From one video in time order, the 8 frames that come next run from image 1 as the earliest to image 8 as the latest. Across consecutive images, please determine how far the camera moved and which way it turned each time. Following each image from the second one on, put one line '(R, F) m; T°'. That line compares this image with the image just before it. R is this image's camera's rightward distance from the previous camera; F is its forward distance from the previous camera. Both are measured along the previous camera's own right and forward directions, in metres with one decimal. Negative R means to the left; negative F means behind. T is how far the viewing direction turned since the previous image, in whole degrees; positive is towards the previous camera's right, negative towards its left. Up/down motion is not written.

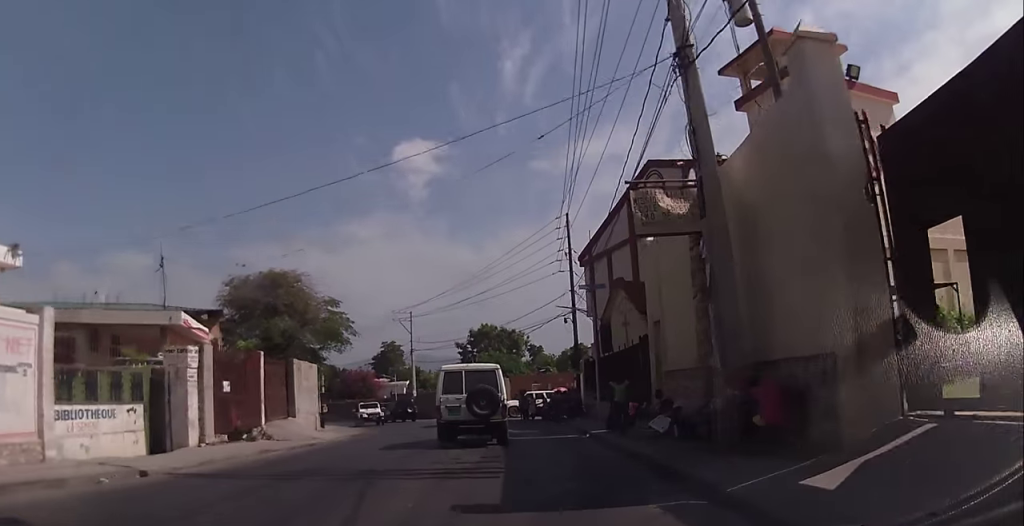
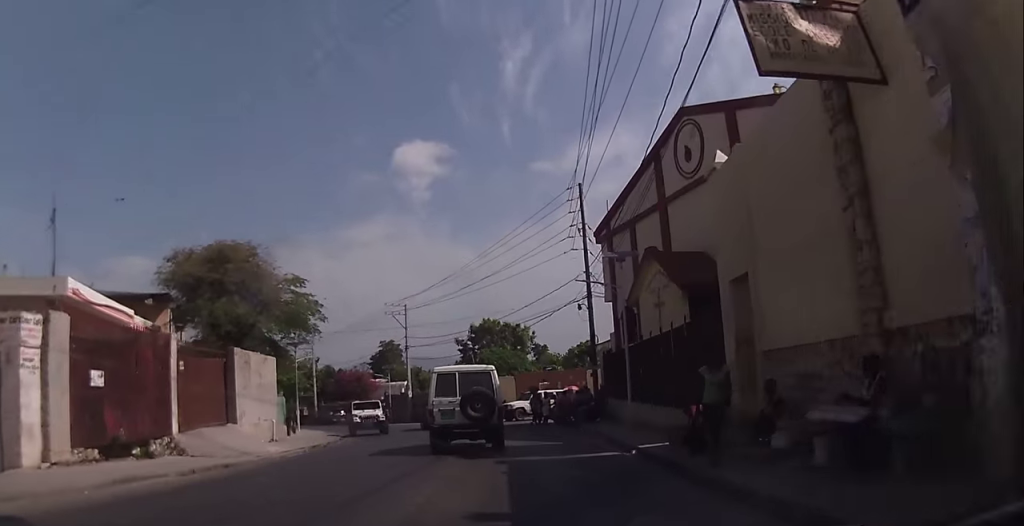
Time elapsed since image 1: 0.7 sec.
(+0.2, +7.0) m; 0°
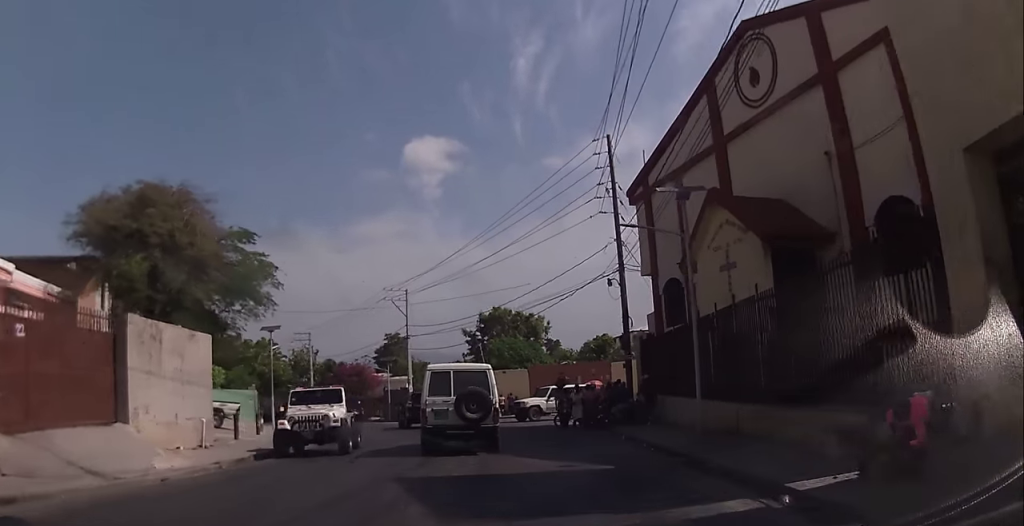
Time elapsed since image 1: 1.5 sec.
(+0.2, +7.4) m; -2°
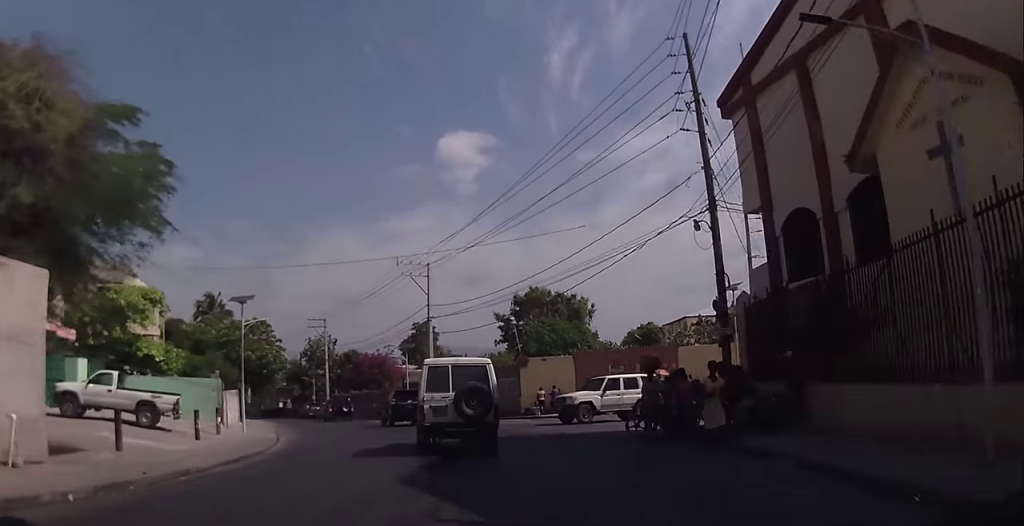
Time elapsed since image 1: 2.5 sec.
(-0.8, +9.6) m; -5°
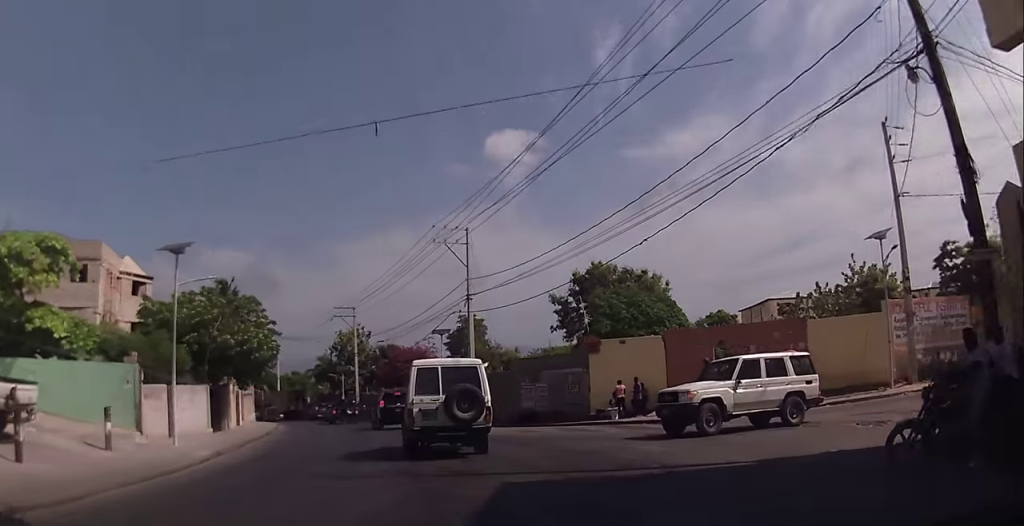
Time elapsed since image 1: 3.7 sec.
(-0.1, +11.0) m; 0°
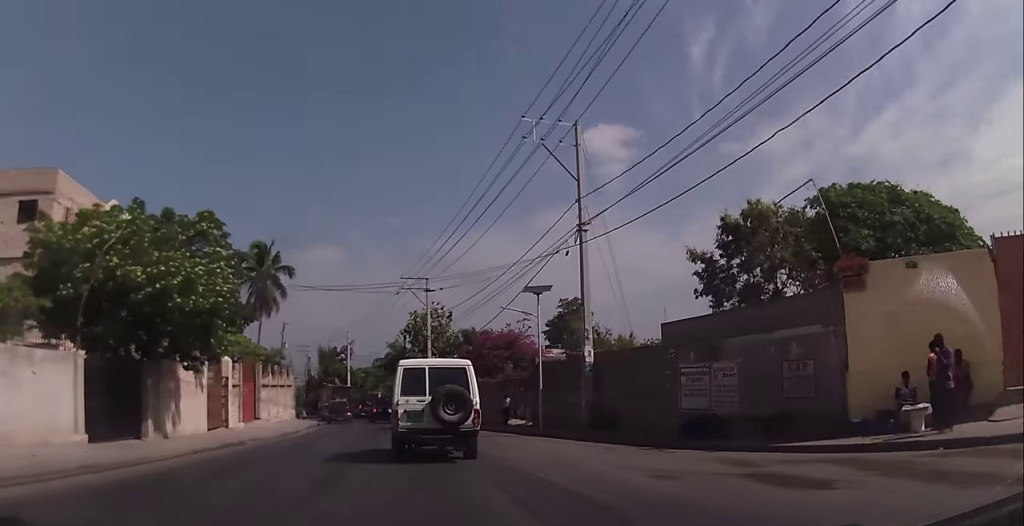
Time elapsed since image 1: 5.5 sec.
(-0.4, +15.8) m; -9°
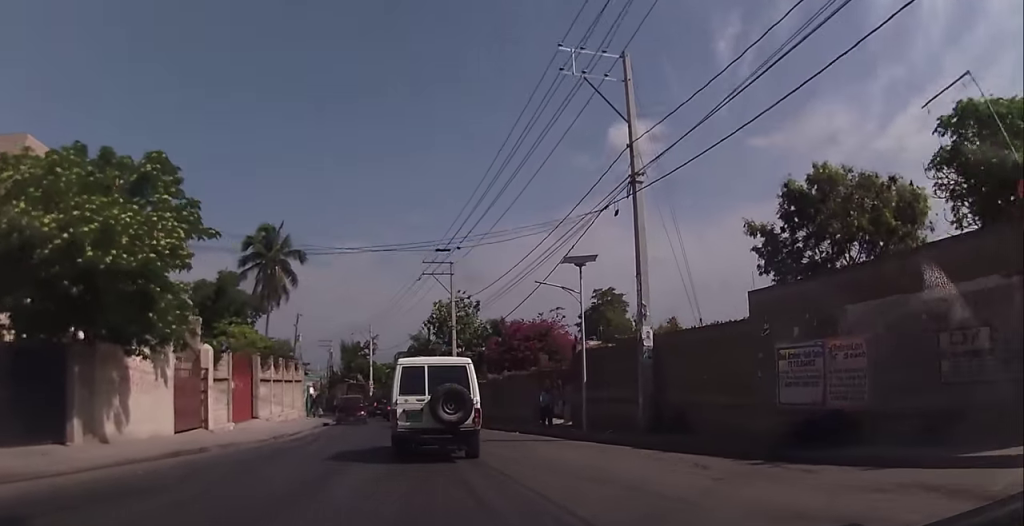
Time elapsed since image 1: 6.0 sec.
(-0.5, +4.9) m; -5°
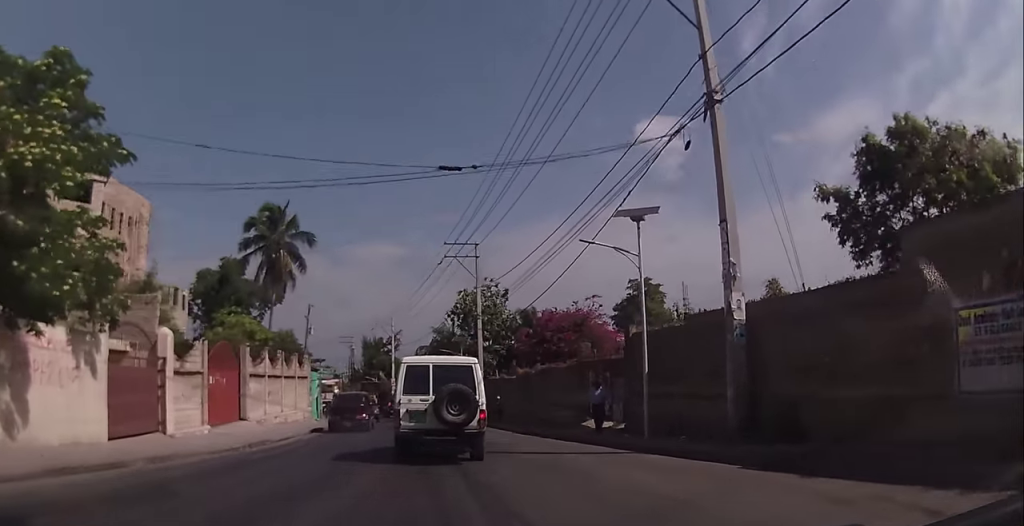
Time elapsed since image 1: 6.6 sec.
(-0.2, +5.3) m; -3°
